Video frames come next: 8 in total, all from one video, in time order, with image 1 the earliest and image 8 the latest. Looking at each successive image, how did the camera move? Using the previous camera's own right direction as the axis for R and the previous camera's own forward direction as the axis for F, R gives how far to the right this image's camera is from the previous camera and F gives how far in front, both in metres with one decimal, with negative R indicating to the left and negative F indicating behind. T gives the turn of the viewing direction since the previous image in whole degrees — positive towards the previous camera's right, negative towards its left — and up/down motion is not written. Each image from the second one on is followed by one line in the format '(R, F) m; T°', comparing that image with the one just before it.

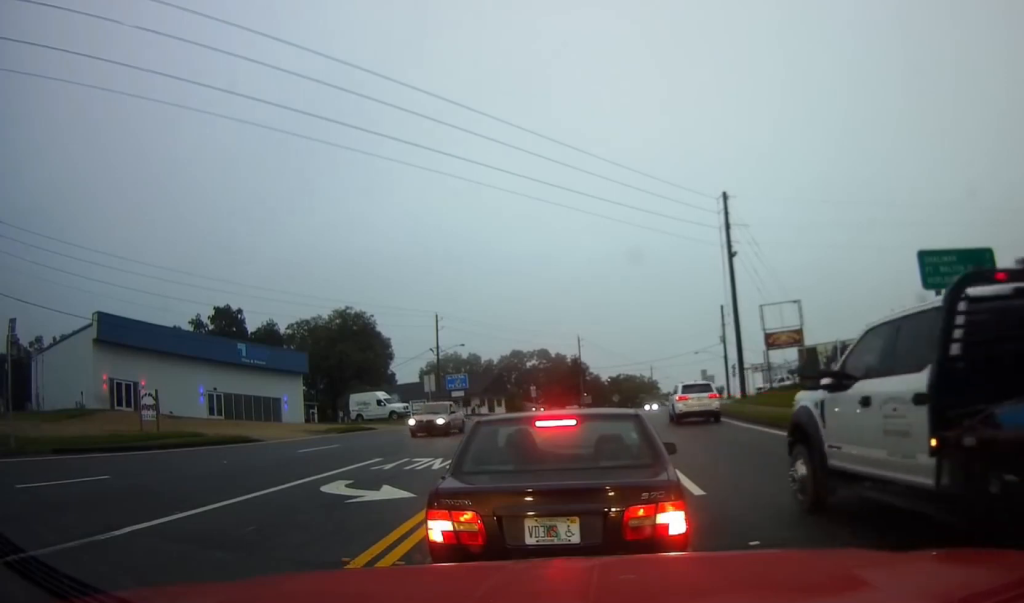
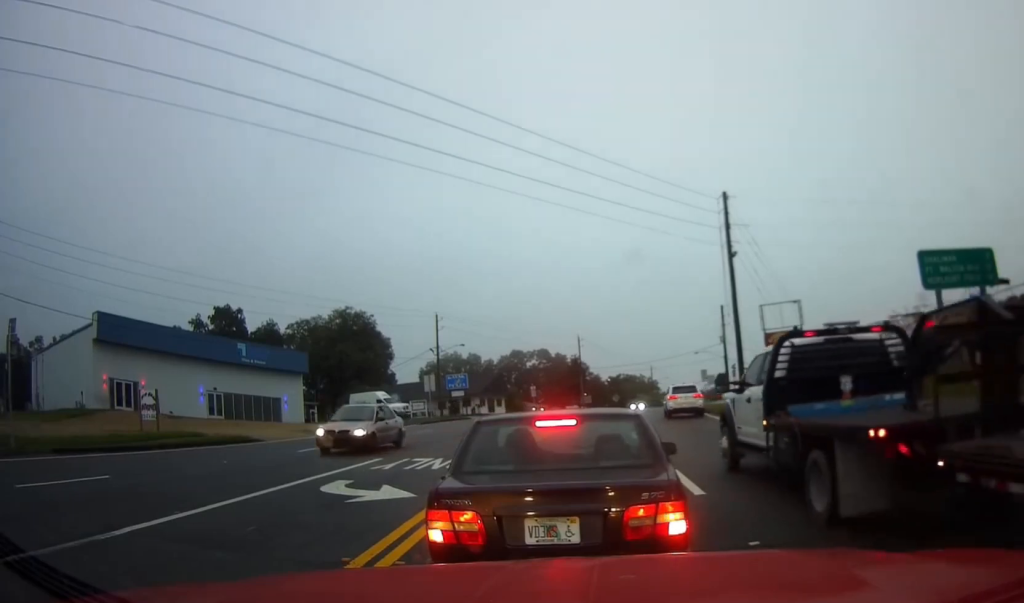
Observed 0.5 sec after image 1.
(0.0, 0.0) m; 0°
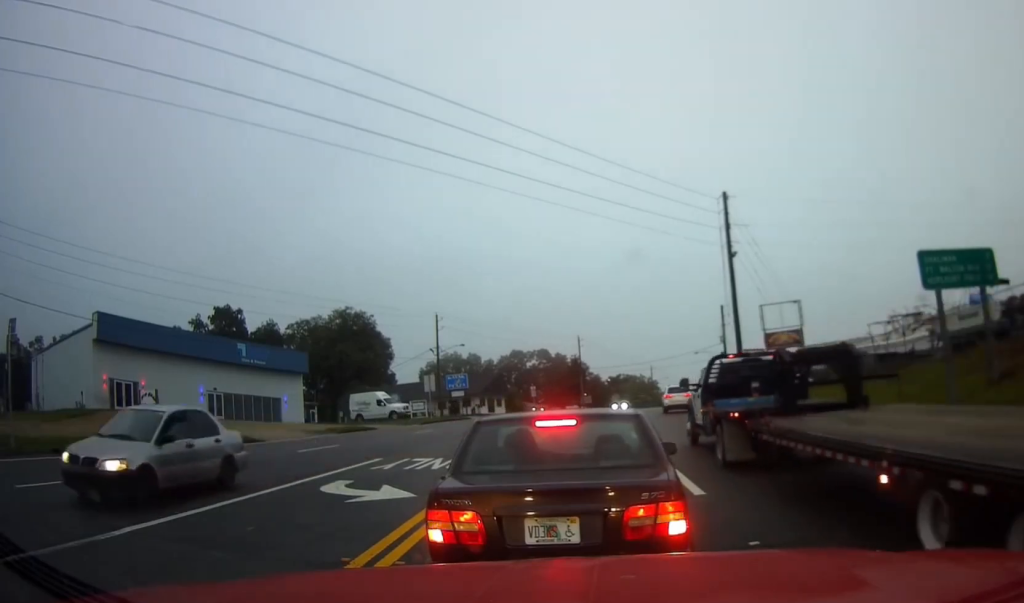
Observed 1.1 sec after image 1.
(0.0, 0.0) m; 0°
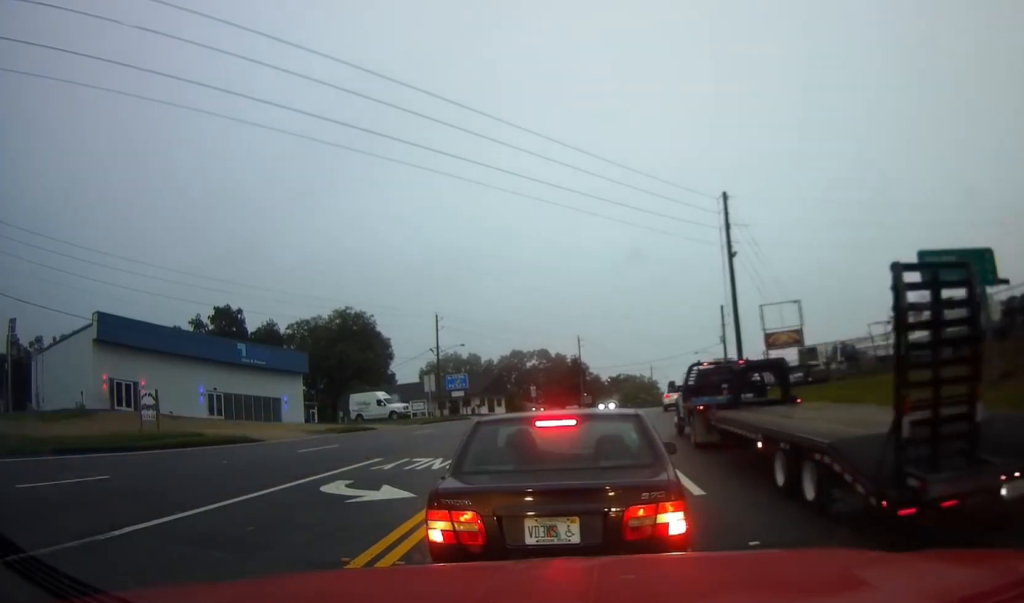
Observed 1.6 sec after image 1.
(0.0, 0.0) m; 0°
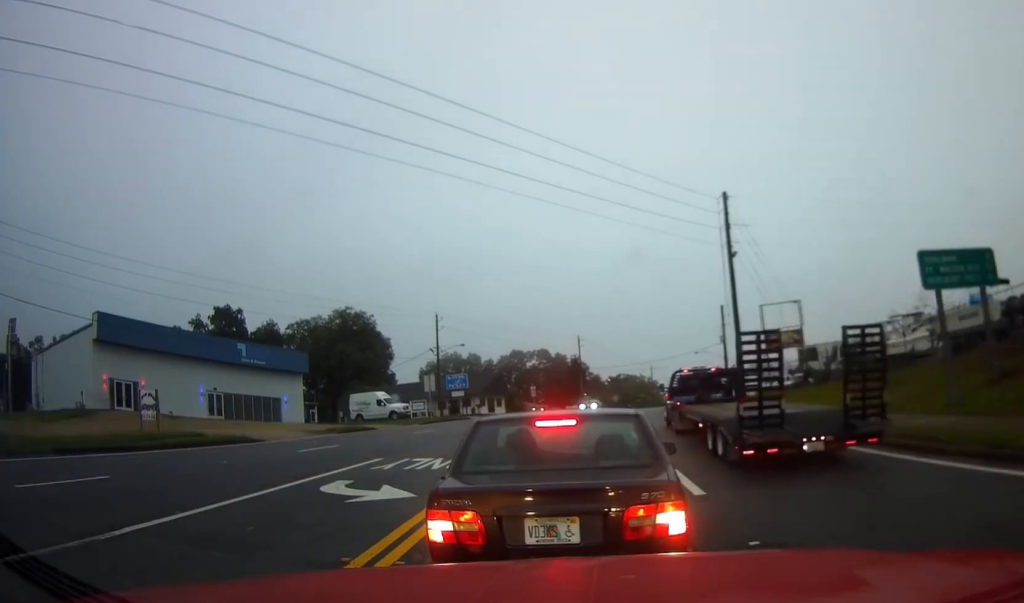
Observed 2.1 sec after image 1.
(0.0, 0.0) m; 0°
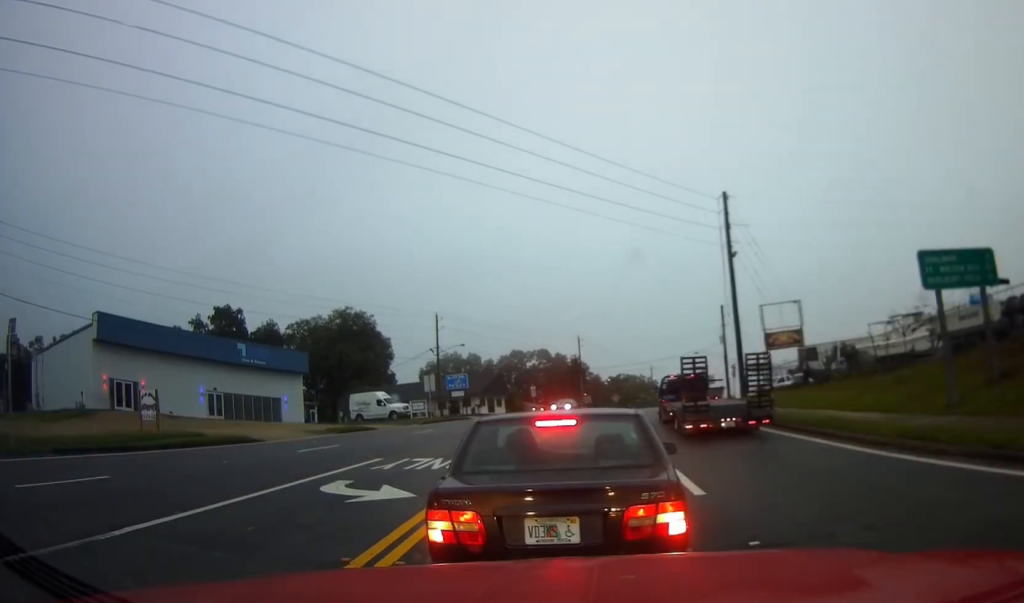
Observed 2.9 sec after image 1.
(0.0, 0.0) m; 0°
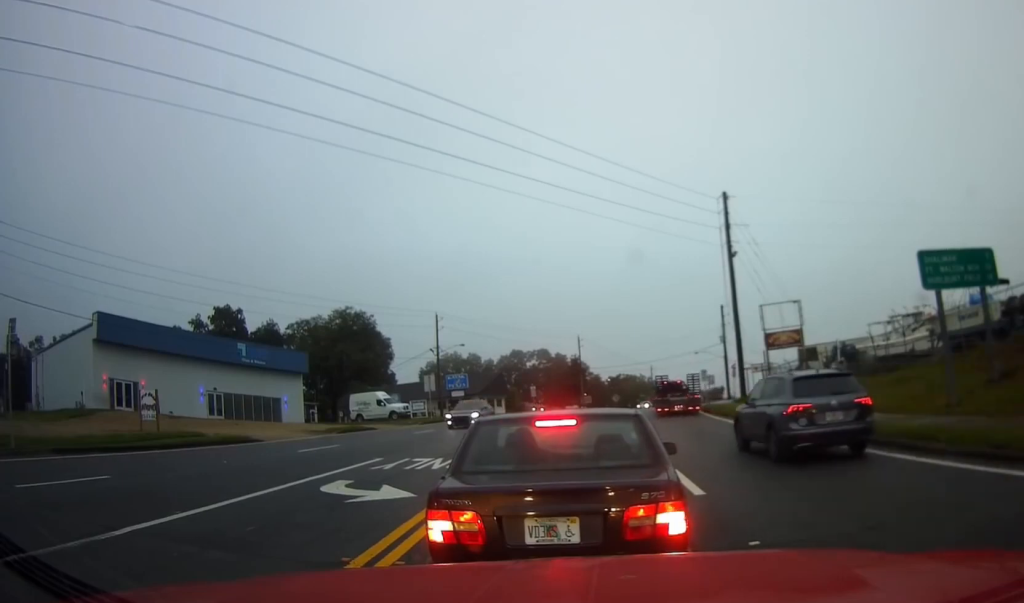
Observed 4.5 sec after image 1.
(0.0, 0.0) m; 0°
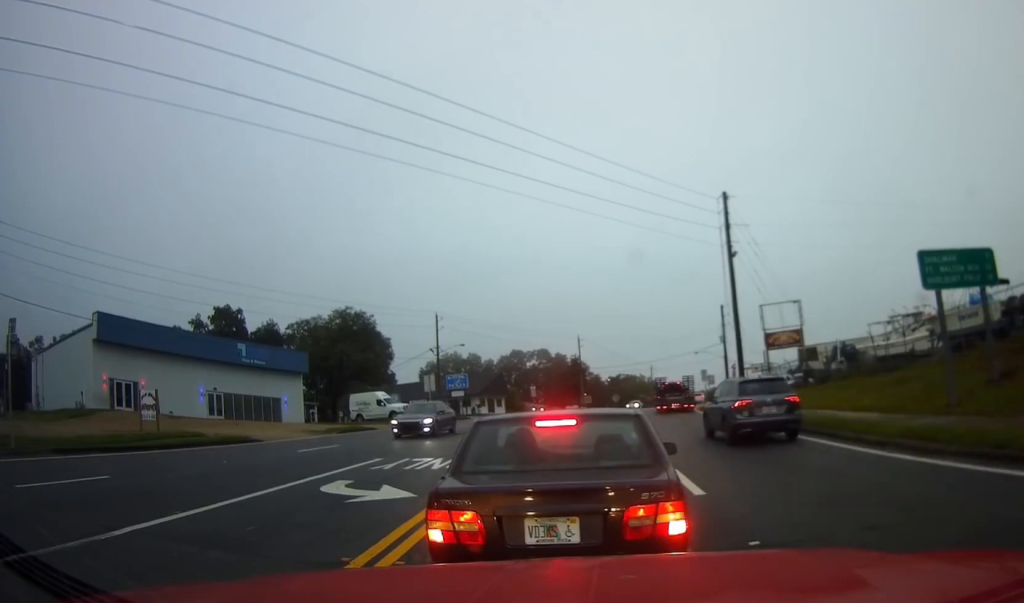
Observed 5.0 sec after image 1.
(0.0, 0.0) m; 0°
